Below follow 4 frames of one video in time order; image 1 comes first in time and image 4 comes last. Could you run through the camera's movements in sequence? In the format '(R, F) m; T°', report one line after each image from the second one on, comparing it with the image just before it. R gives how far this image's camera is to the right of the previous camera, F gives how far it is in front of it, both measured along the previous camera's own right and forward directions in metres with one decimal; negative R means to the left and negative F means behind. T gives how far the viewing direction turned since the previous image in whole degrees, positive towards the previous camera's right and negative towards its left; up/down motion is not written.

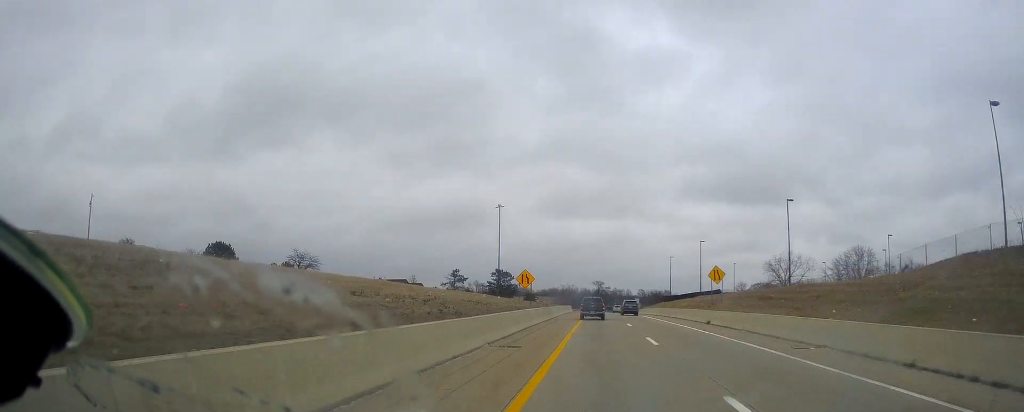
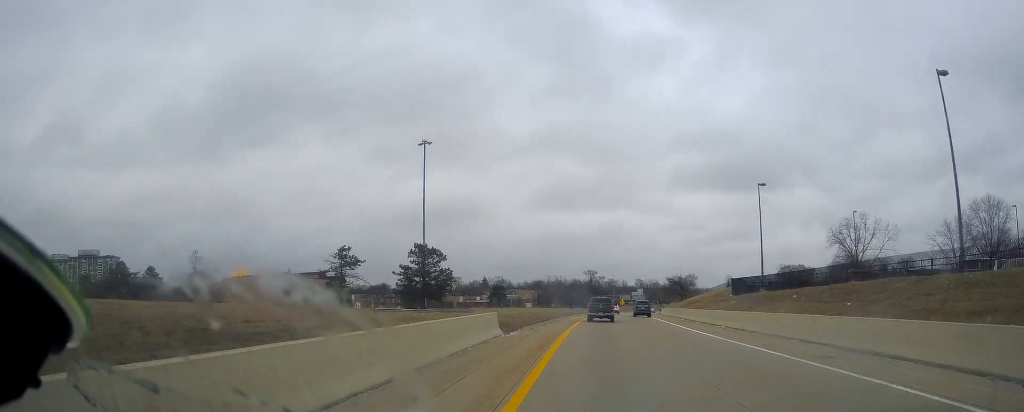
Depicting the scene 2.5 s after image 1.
(0.0, +70.6) m; +1°
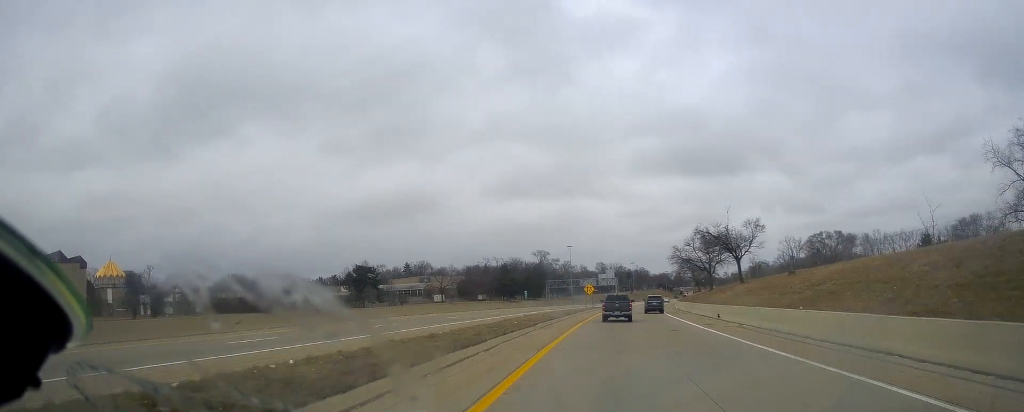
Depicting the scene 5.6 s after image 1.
(+2.8, +88.8) m; +4°
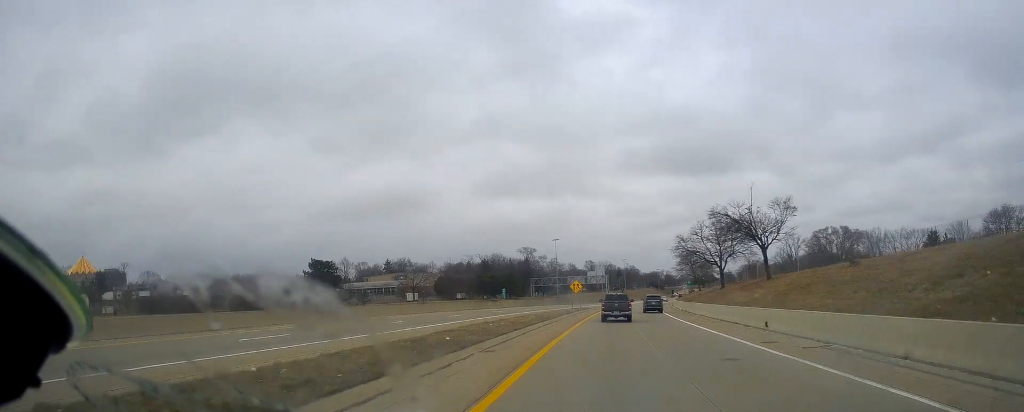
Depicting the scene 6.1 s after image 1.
(+0.3, +14.1) m; +1°
